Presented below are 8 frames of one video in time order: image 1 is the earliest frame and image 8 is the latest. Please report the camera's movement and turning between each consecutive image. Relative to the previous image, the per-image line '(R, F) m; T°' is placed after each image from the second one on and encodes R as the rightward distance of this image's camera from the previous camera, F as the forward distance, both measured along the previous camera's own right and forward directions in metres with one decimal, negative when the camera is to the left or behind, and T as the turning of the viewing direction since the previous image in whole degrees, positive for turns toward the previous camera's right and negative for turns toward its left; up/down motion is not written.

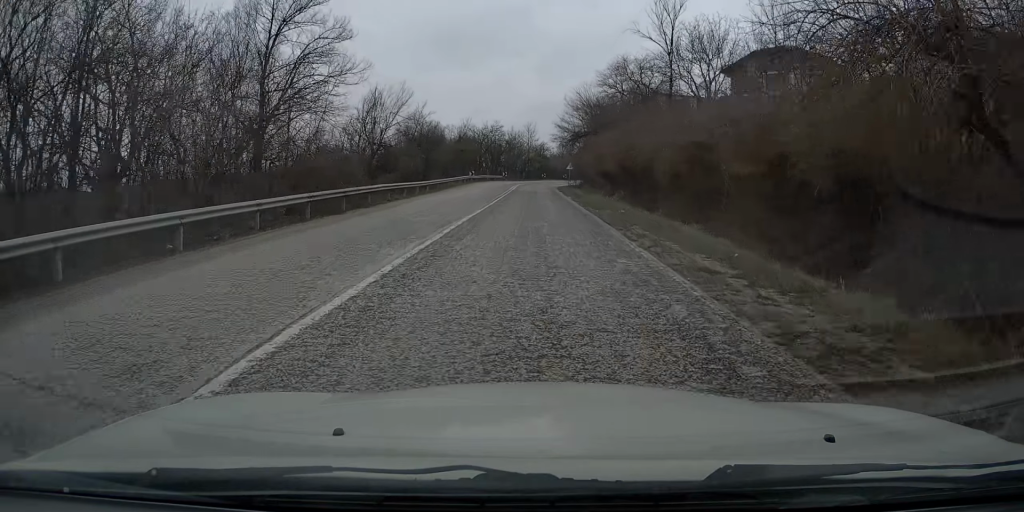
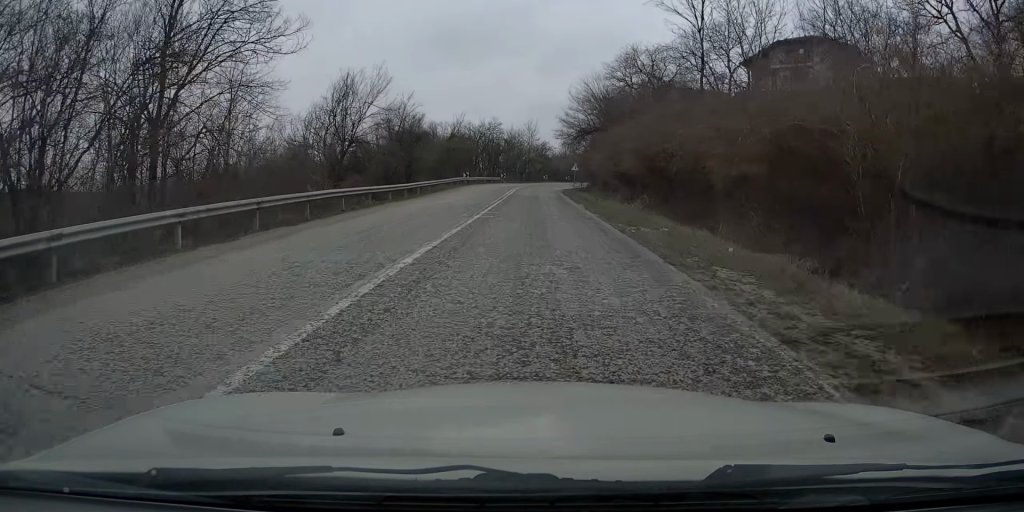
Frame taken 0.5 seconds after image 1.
(0.0, +7.8) m; 0°
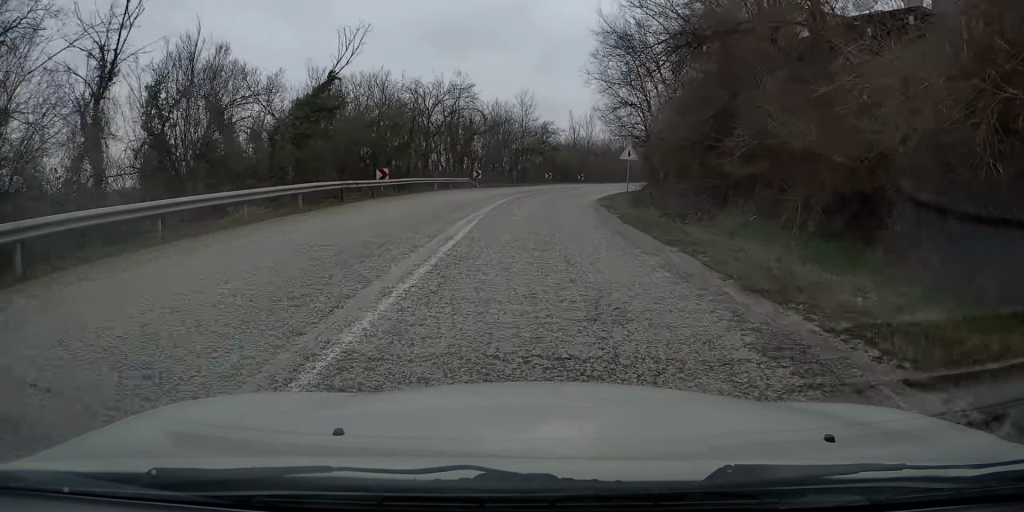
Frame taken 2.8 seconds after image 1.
(+0.1, +38.7) m; 0°
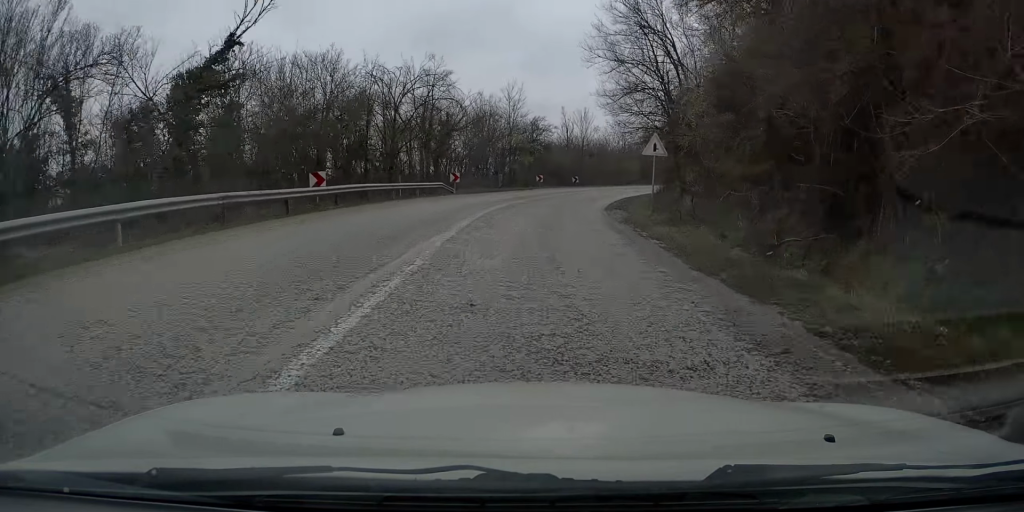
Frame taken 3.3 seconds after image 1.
(0.0, +8.4) m; 0°
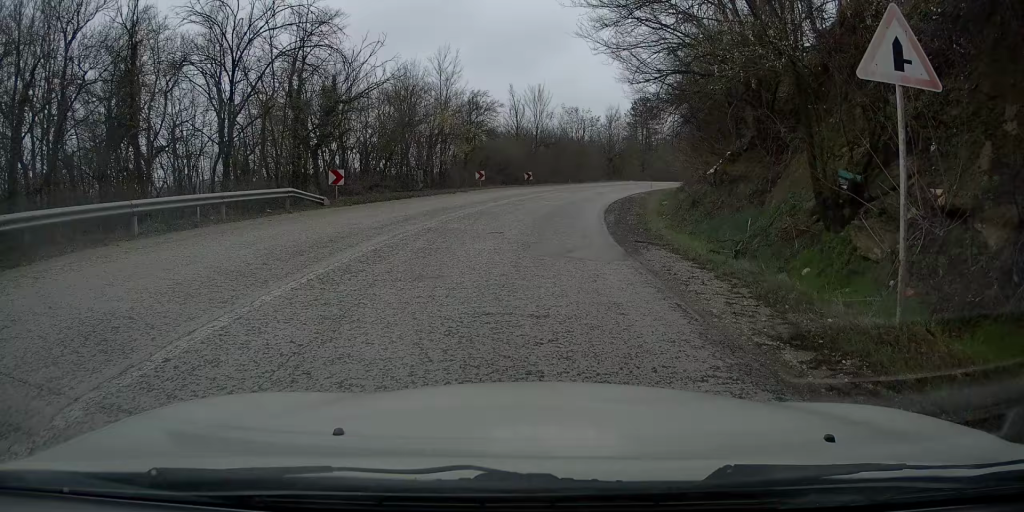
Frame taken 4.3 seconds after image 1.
(0.0, +16.8) m; +2°
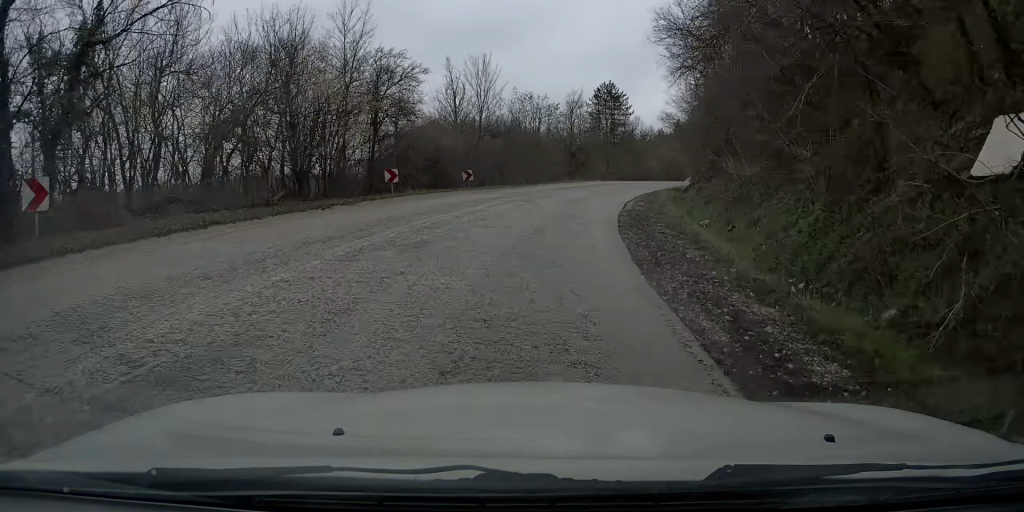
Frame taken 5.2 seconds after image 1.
(+0.3, +15.1) m; +4°
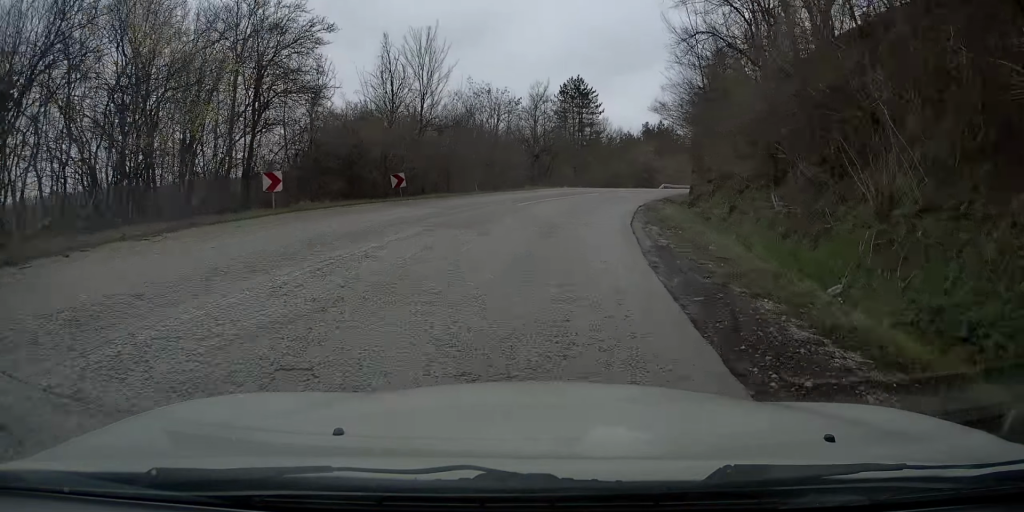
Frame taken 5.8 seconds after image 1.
(+0.5, +10.0) m; +3°
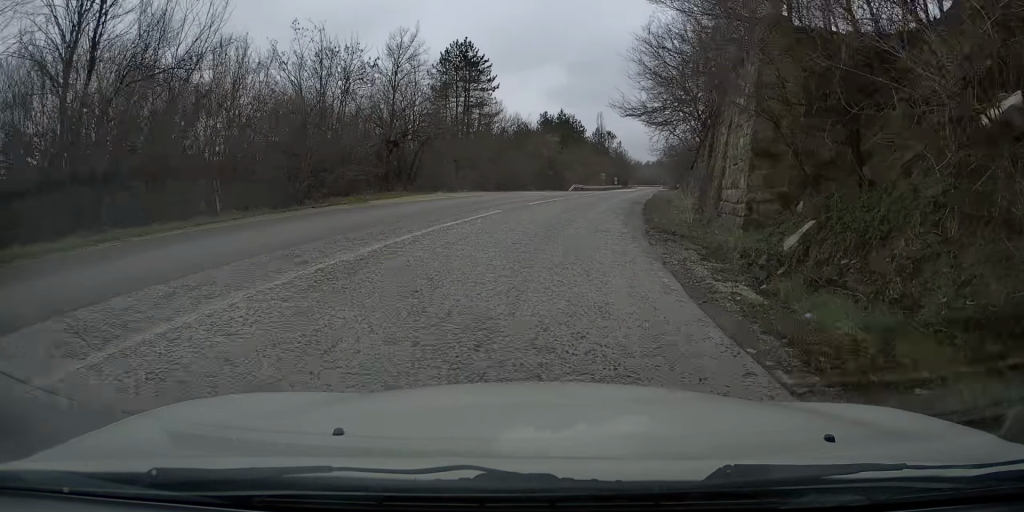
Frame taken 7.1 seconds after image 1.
(+1.0, +22.1) m; +7°
